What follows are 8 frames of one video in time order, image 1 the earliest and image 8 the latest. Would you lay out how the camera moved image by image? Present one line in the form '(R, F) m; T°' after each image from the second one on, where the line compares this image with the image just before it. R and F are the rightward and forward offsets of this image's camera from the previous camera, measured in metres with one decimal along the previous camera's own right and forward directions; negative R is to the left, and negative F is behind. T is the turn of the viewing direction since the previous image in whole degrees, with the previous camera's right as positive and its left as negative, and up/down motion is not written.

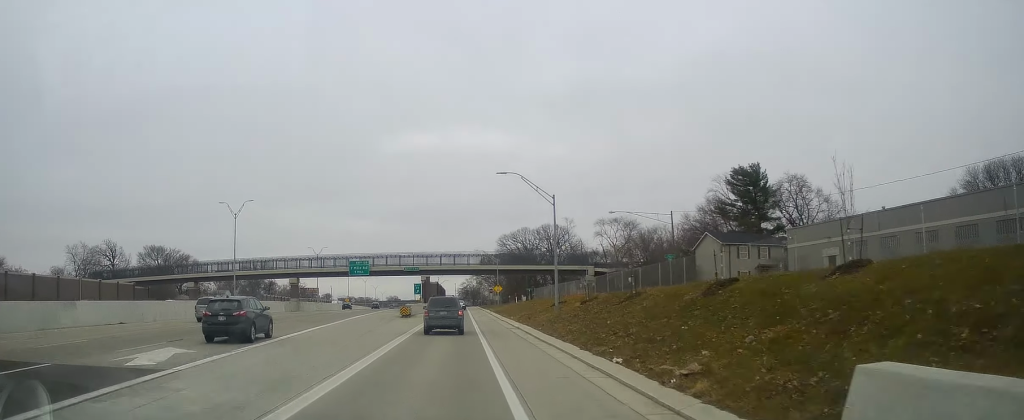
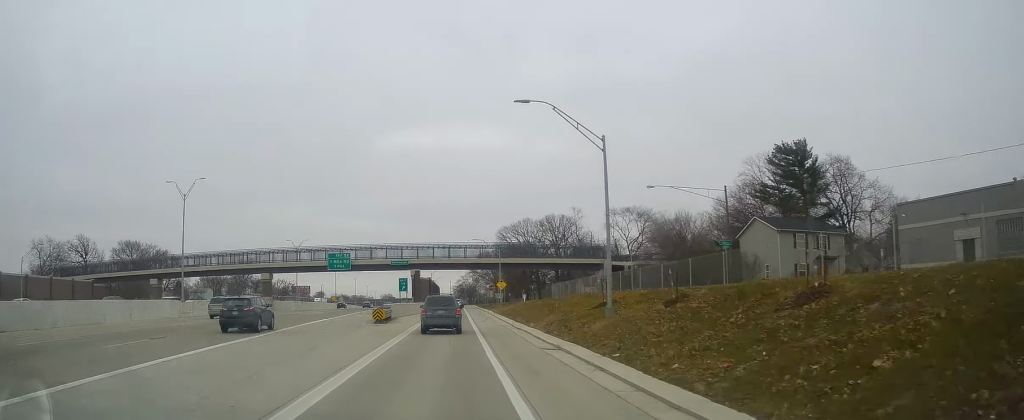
(-0.1, +15.4) m; +1°
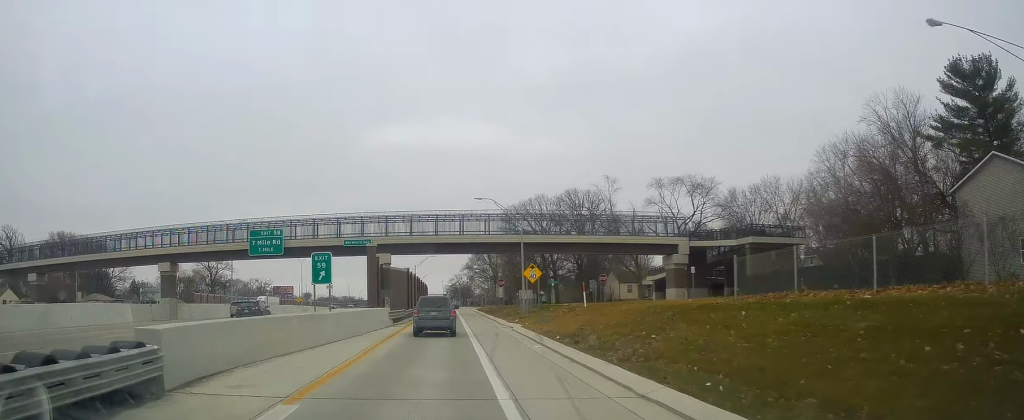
(+0.2, +36.3) m; 0°
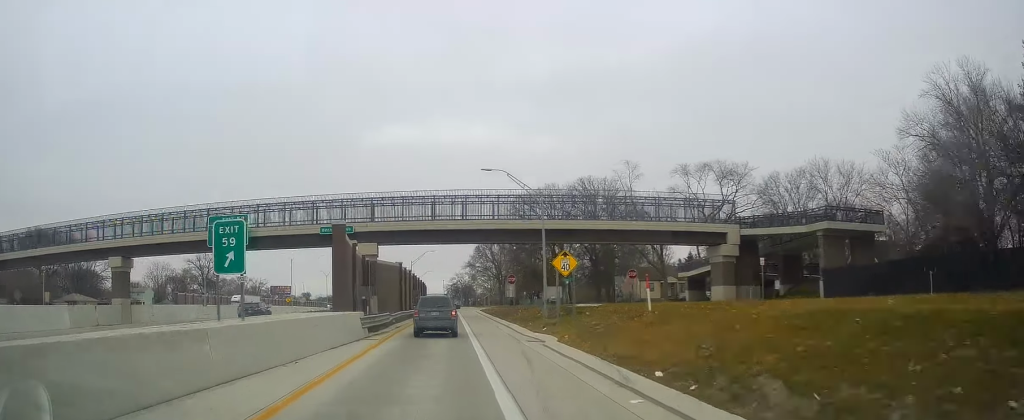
(-0.3, +11.7) m; 0°
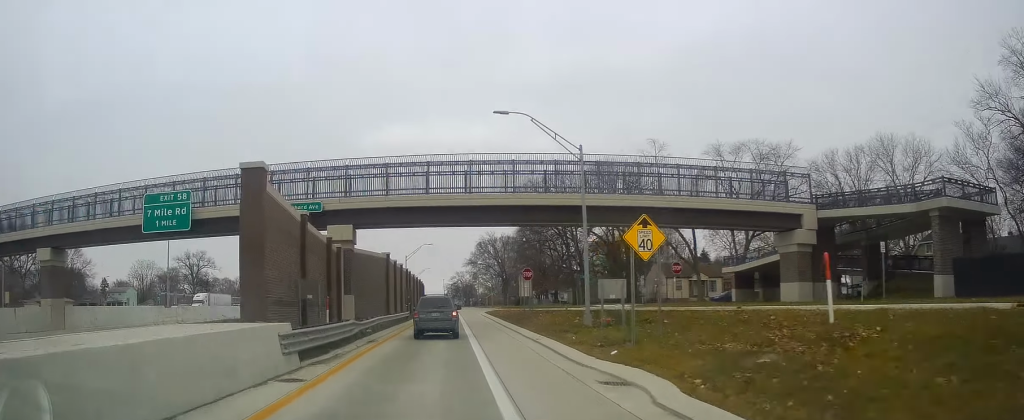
(+0.3, +12.3) m; +1°
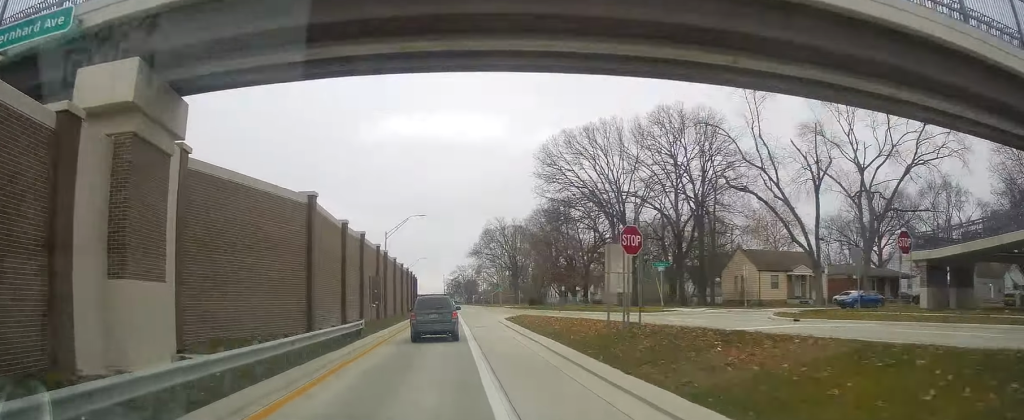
(+0.4, +27.4) m; +1°
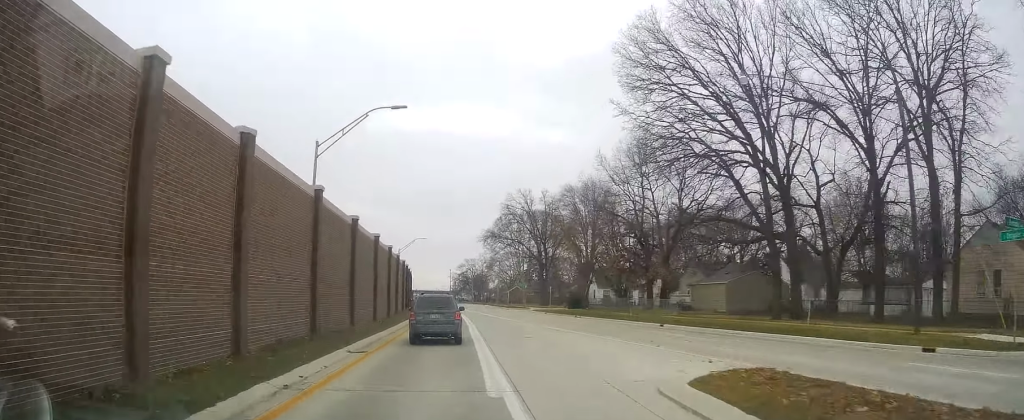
(-0.1, +33.8) m; -1°
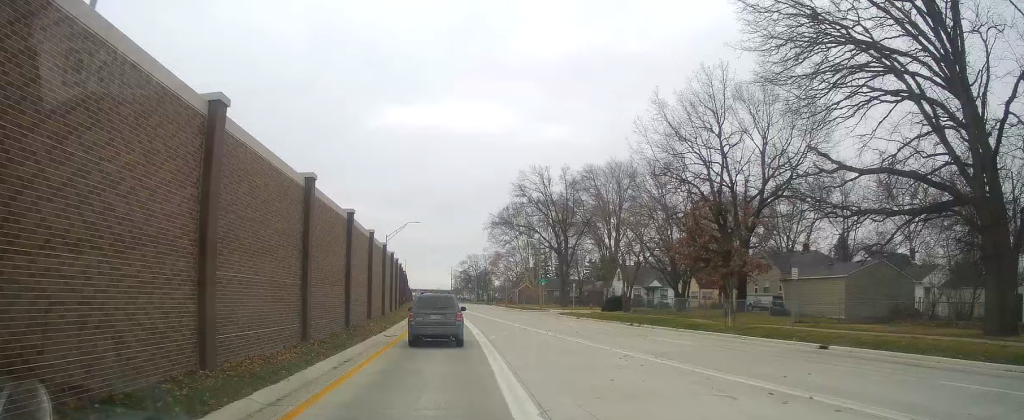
(-0.5, +17.9) m; 0°
